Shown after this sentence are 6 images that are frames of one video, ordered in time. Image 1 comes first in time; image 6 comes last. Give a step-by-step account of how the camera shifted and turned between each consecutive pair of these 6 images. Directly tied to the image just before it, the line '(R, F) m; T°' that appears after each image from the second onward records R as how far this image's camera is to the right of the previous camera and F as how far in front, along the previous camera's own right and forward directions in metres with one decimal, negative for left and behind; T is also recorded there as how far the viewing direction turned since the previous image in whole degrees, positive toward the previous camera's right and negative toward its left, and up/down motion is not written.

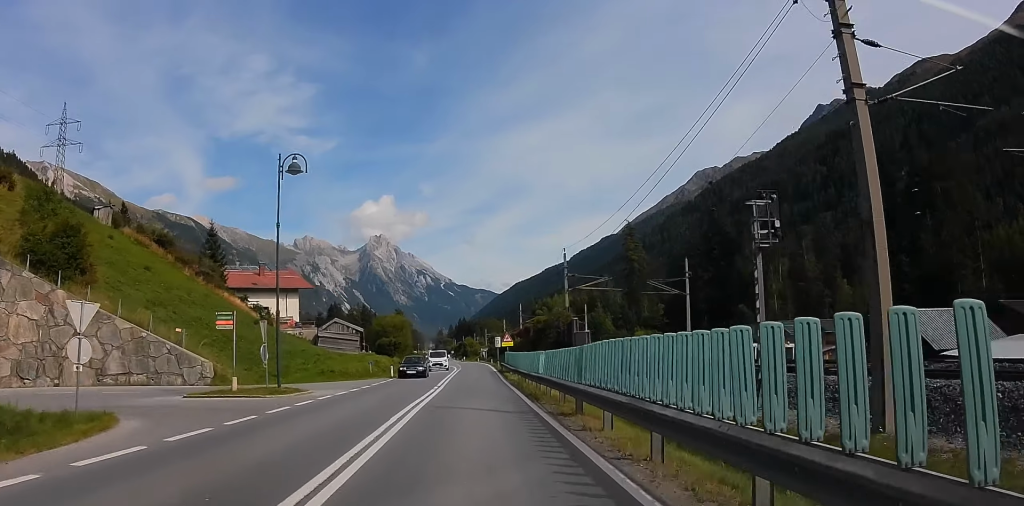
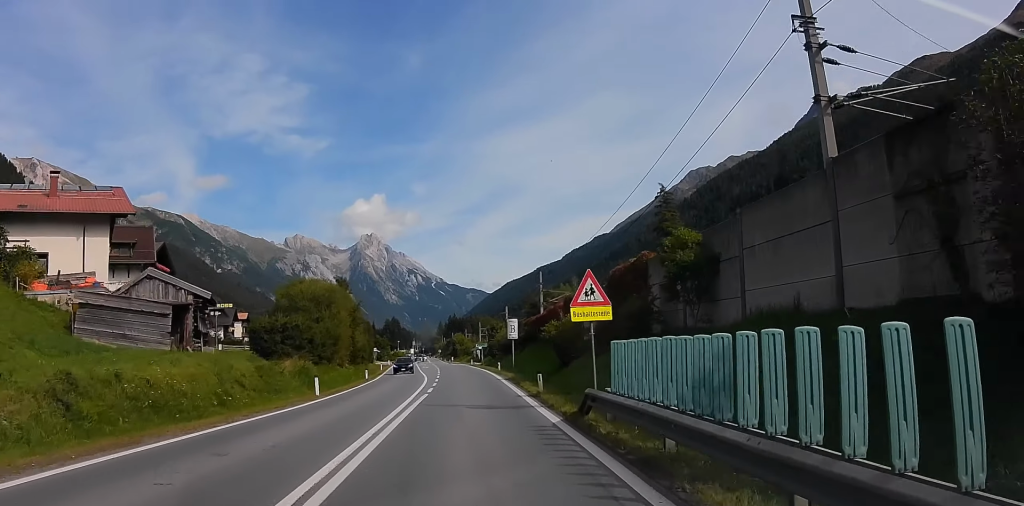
(+2.8, +45.6) m; +1°
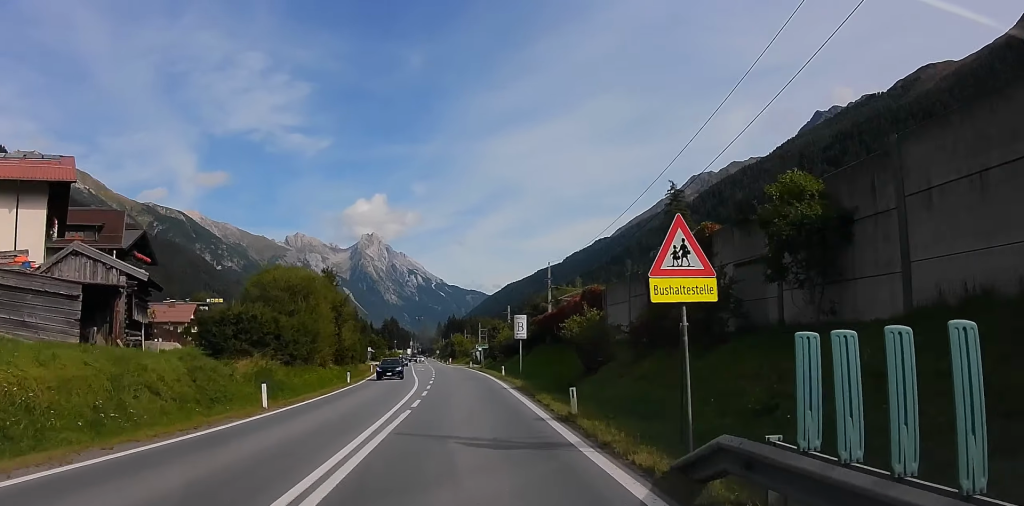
(-0.6, +7.4) m; 0°
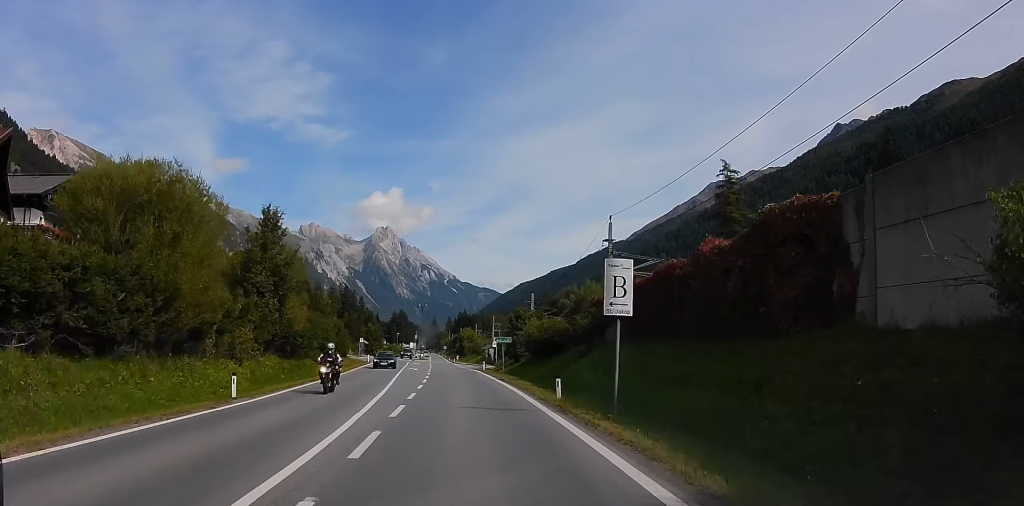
(+0.9, +23.8) m; -2°
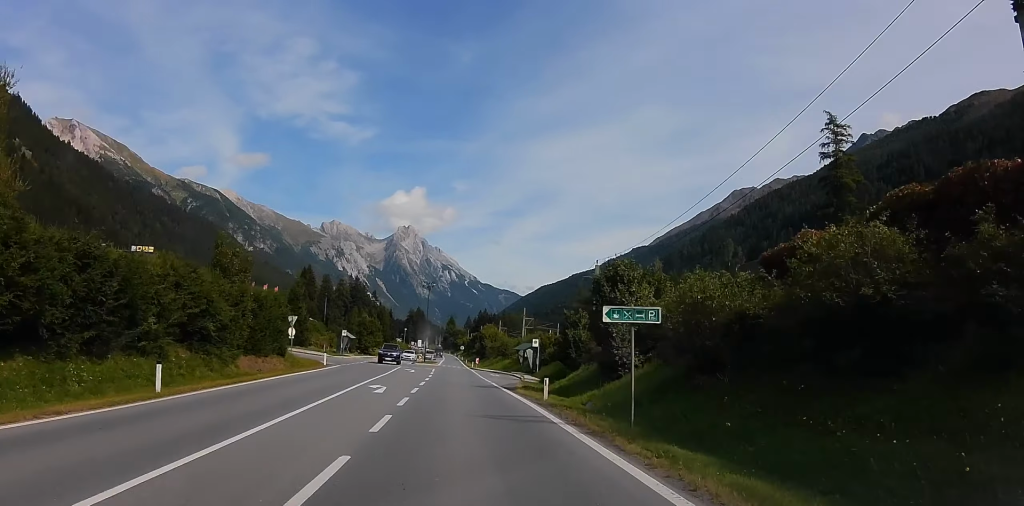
(-2.1, +34.8) m; -4°
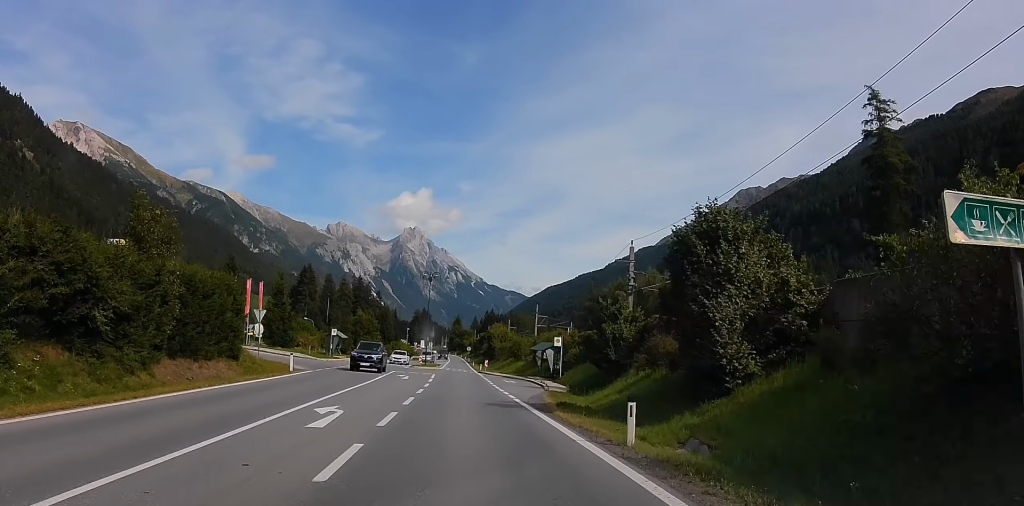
(0.0, +11.1) m; +1°
